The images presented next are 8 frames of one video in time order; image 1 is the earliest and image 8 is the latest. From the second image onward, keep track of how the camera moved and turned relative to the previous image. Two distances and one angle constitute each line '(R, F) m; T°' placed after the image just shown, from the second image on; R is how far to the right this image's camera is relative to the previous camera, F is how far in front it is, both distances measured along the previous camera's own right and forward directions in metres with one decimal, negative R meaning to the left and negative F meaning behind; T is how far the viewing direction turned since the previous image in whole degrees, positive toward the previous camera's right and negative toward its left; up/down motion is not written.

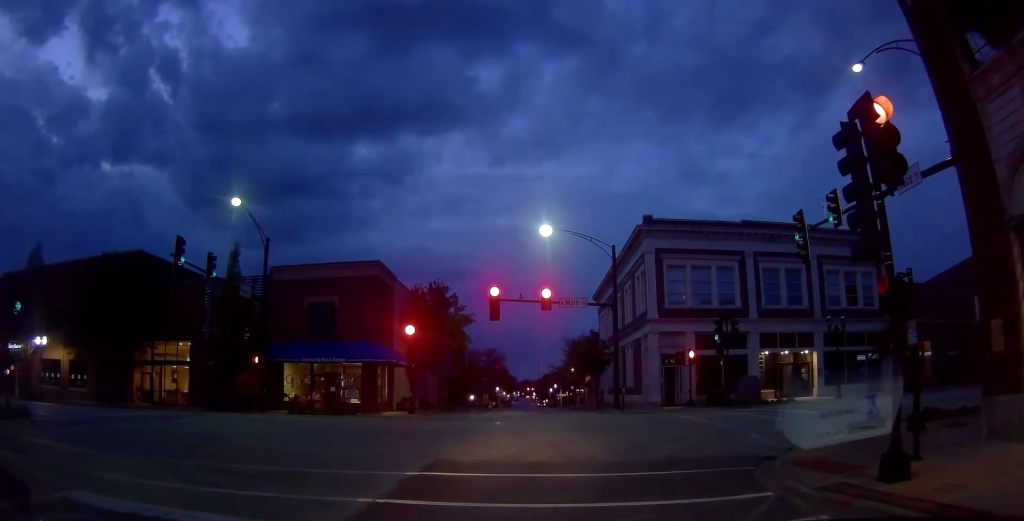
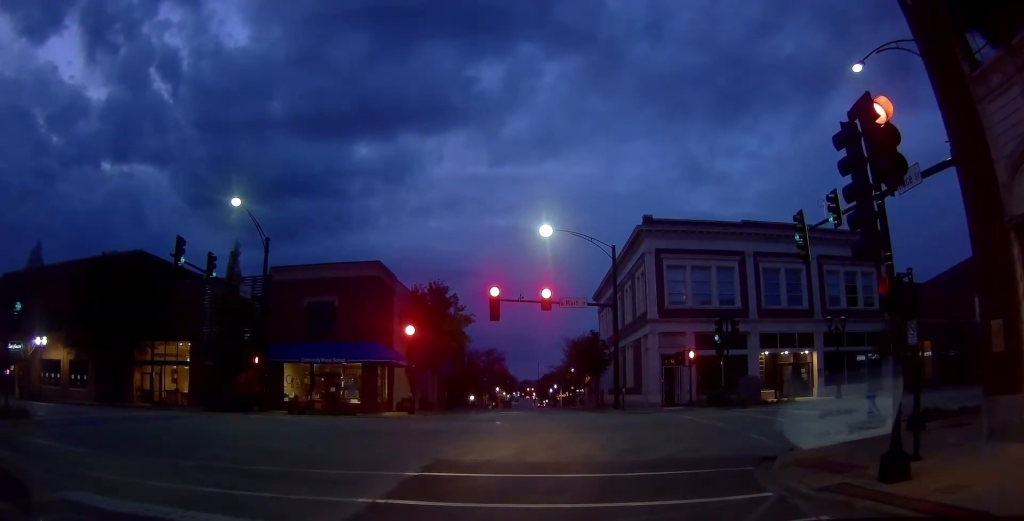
(0.0, 0.0) m; 0°
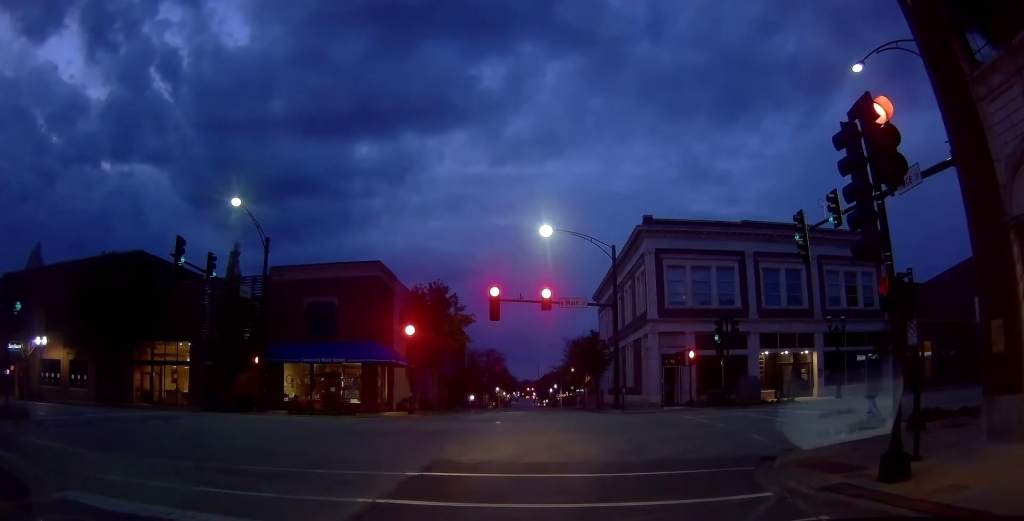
(0.0, 0.0) m; 0°
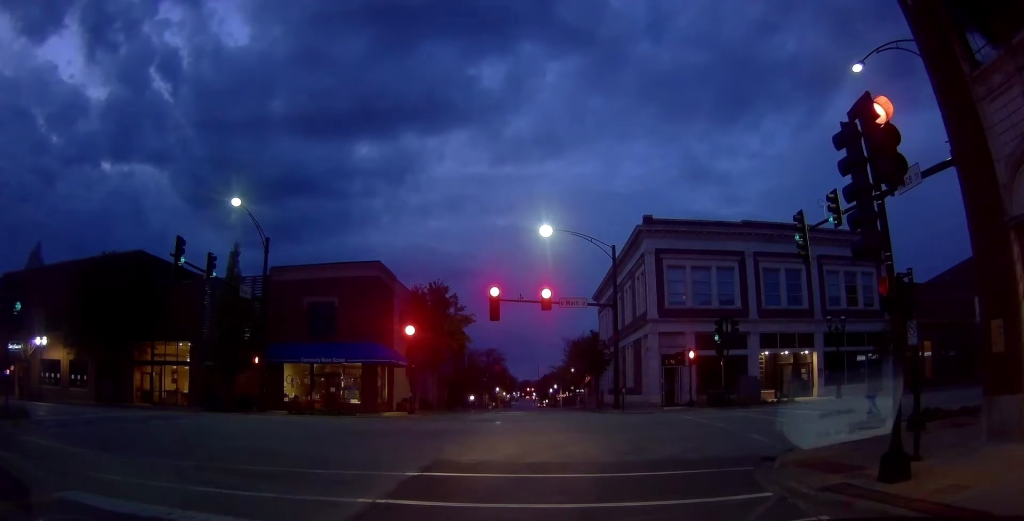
(0.0, 0.0) m; 0°
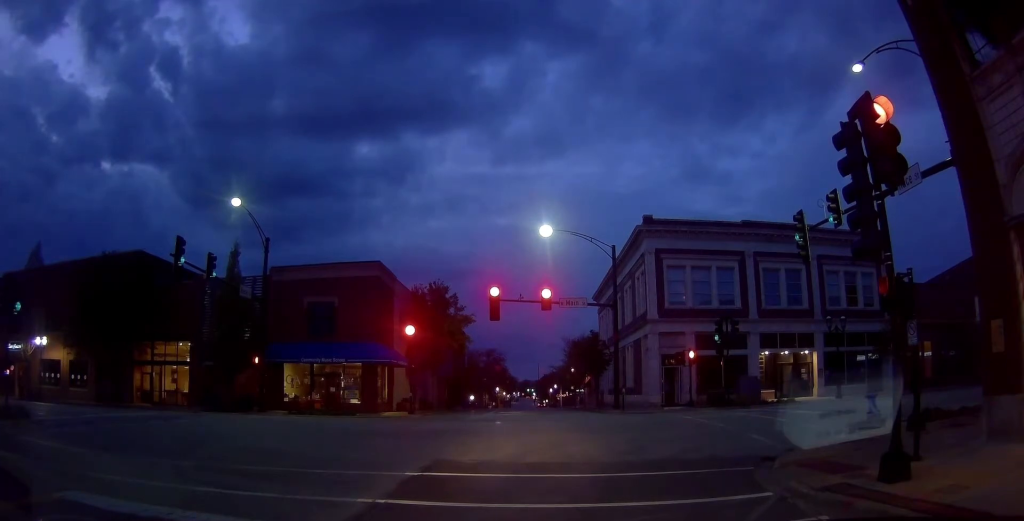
(0.0, 0.0) m; 0°
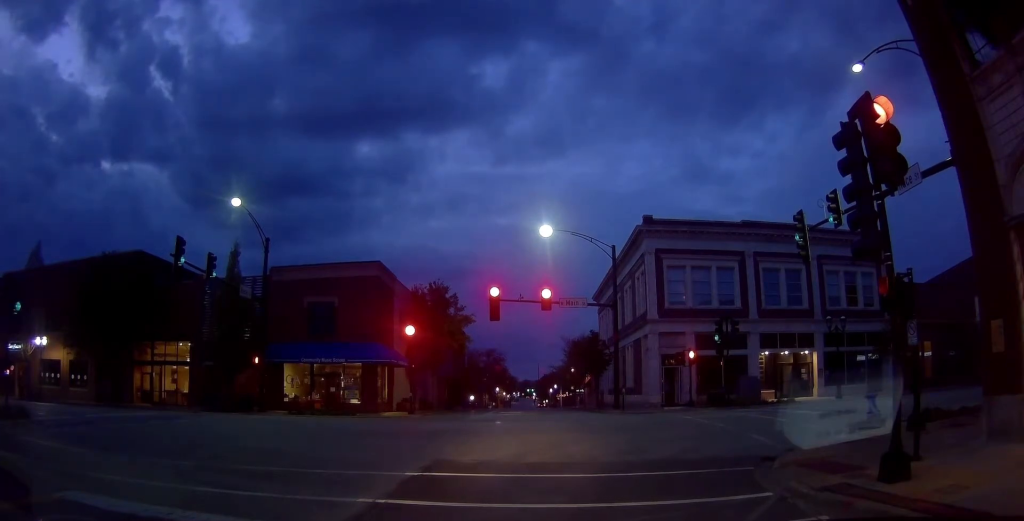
(0.0, 0.0) m; 0°
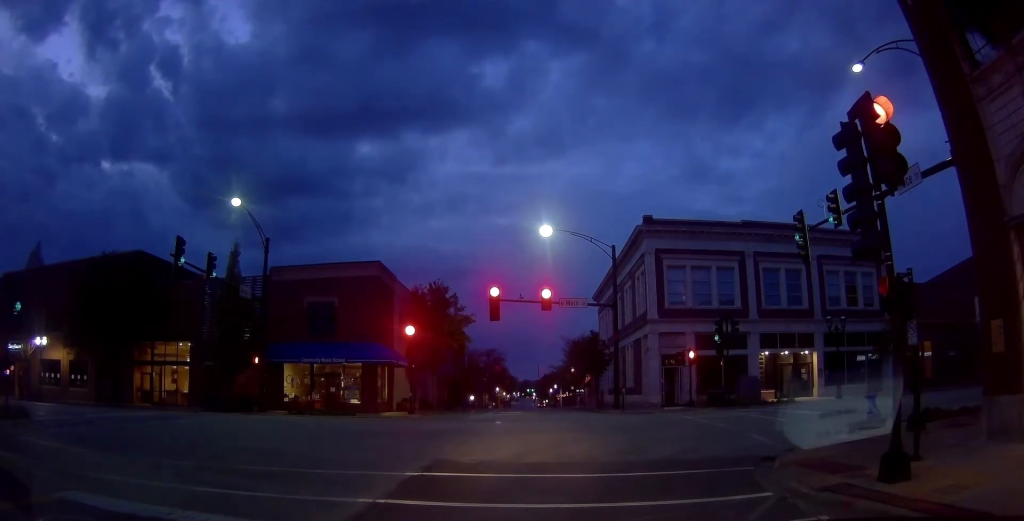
(0.0, 0.0) m; 0°
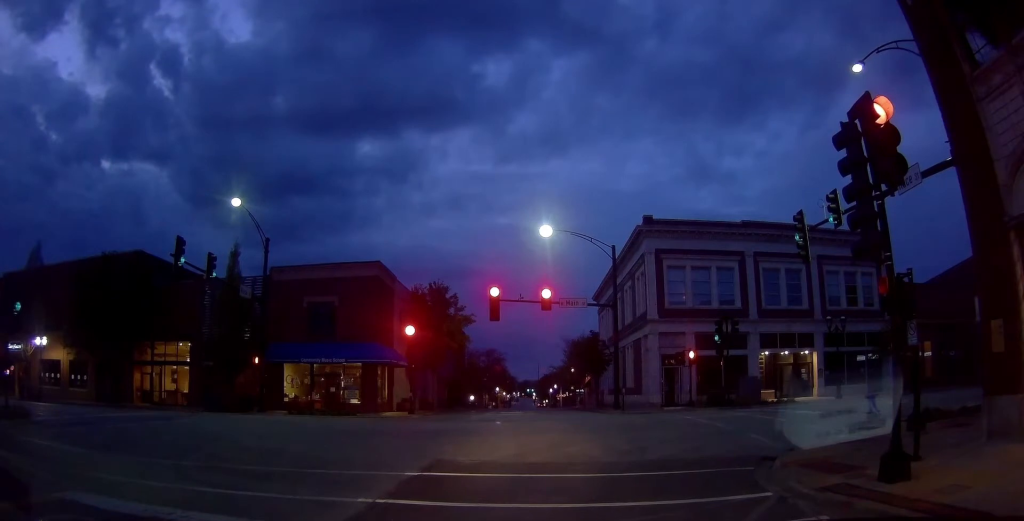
(0.0, 0.0) m; 0°
